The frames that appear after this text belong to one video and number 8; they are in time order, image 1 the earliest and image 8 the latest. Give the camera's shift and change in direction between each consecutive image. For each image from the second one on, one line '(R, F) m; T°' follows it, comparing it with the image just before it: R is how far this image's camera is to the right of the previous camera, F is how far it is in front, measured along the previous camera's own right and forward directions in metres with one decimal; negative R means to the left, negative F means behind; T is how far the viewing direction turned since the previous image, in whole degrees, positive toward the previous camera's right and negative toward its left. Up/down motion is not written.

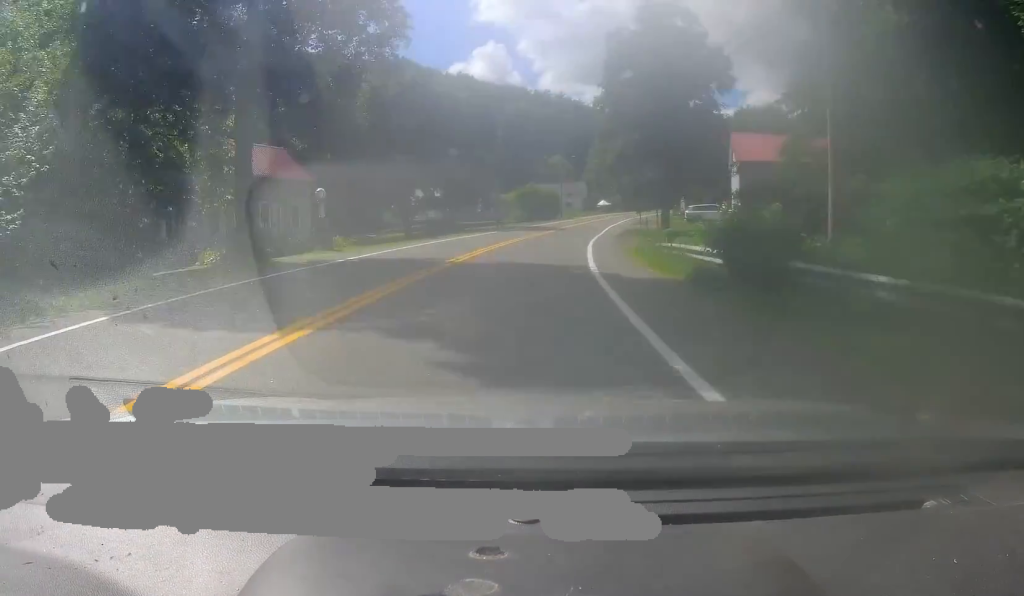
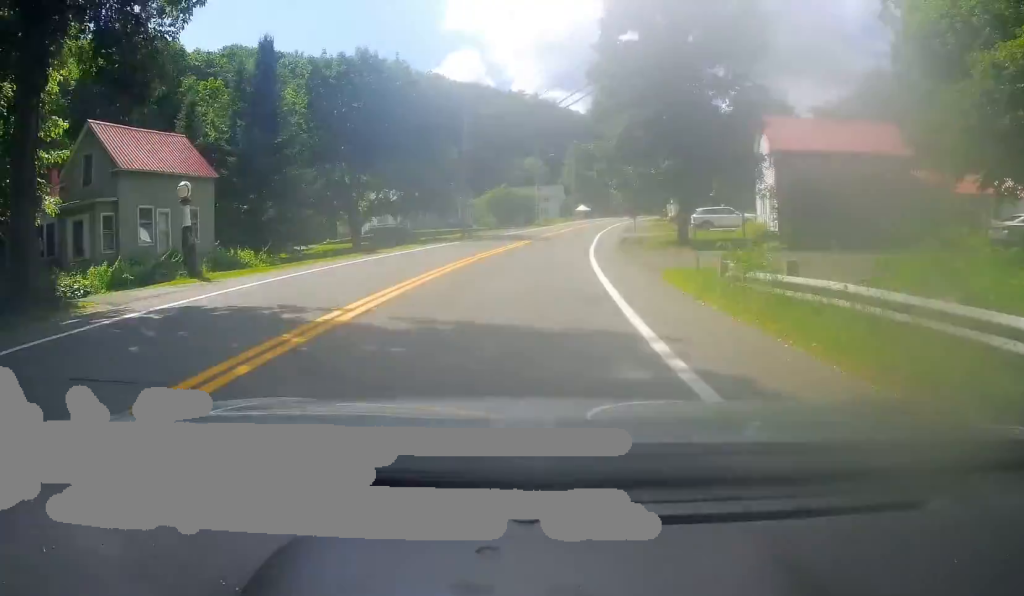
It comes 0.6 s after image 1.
(-0.2, +11.0) m; +2°
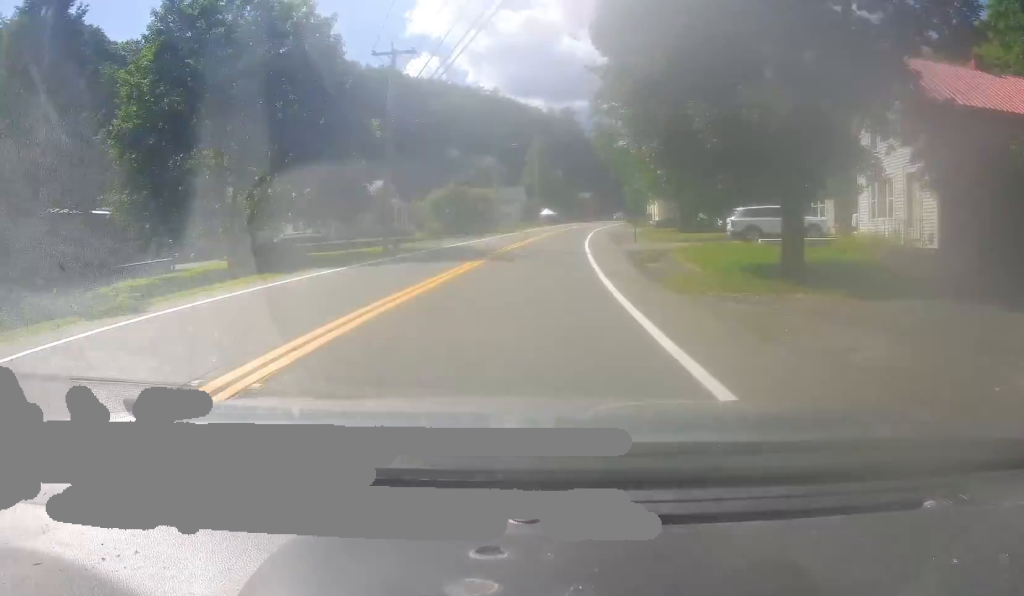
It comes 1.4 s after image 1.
(+0.7, +15.8) m; +4°
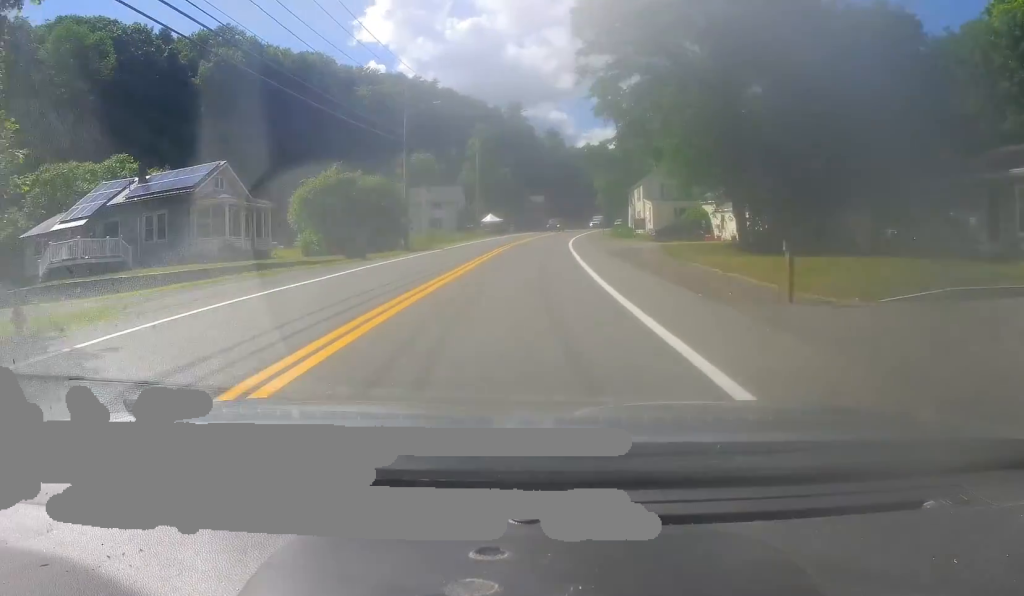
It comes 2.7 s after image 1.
(+1.2, +26.7) m; +5°
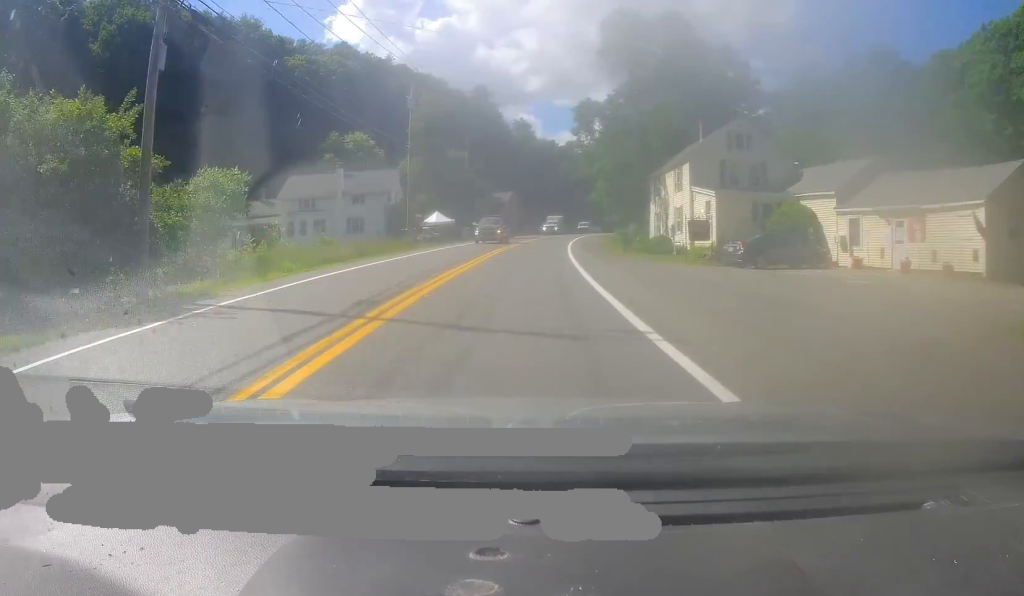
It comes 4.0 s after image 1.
(+1.3, +27.0) m; +5°
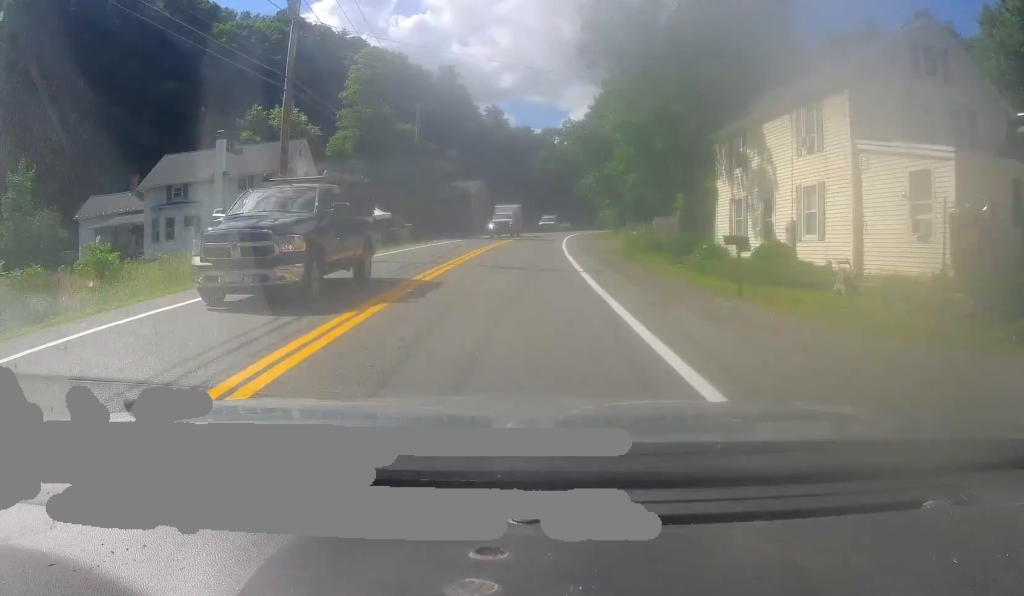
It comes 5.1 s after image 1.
(+0.5, +21.1) m; +2°
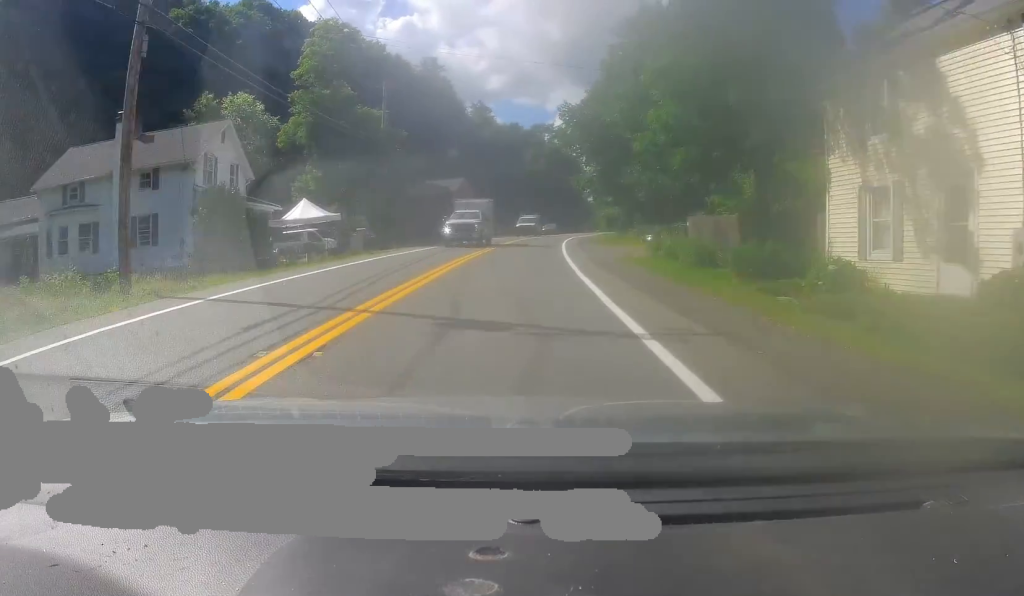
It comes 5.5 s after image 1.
(0.0, +9.5) m; 0°
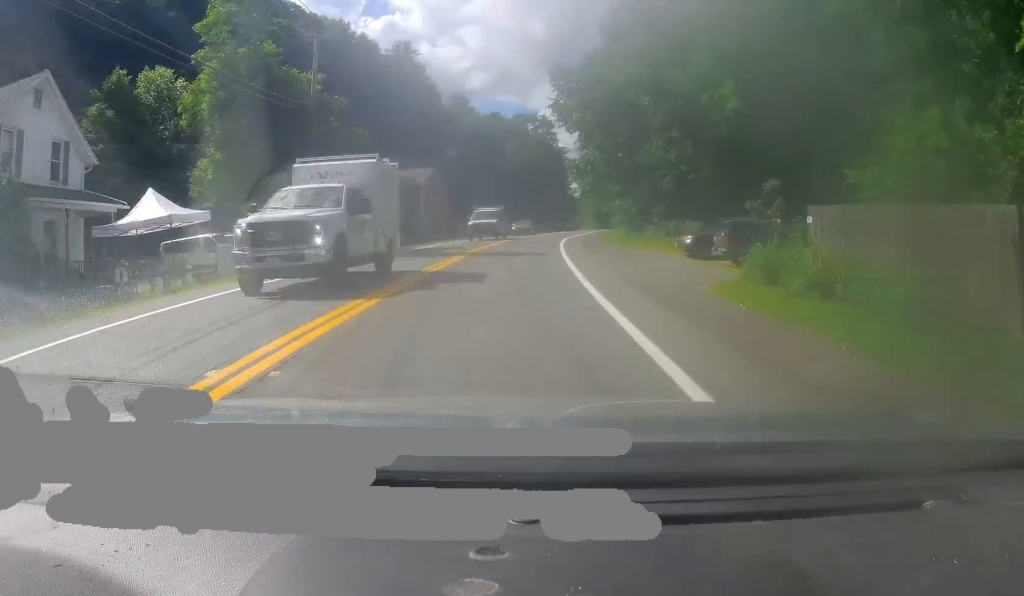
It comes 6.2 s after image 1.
(+0.1, +13.6) m; +1°
